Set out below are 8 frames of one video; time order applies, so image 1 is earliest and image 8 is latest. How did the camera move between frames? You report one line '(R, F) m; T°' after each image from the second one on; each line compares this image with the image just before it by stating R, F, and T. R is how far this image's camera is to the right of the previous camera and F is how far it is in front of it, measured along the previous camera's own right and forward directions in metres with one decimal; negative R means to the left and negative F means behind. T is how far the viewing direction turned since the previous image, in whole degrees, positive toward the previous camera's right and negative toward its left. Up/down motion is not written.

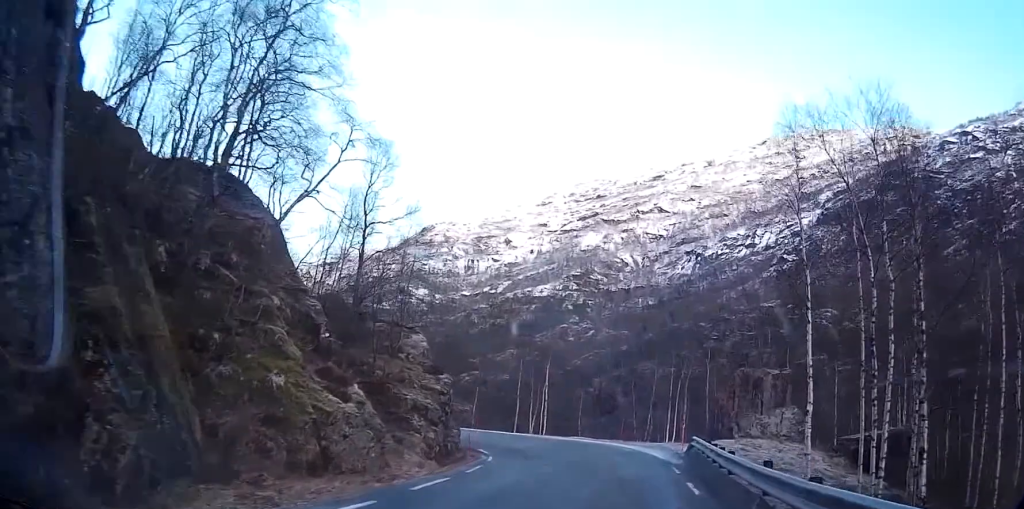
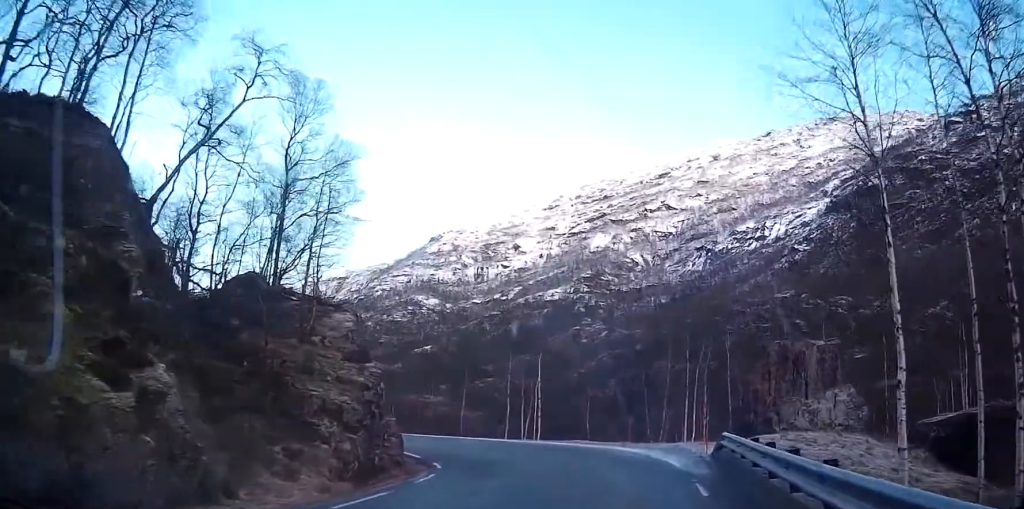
(-0.4, +8.8) m; 0°
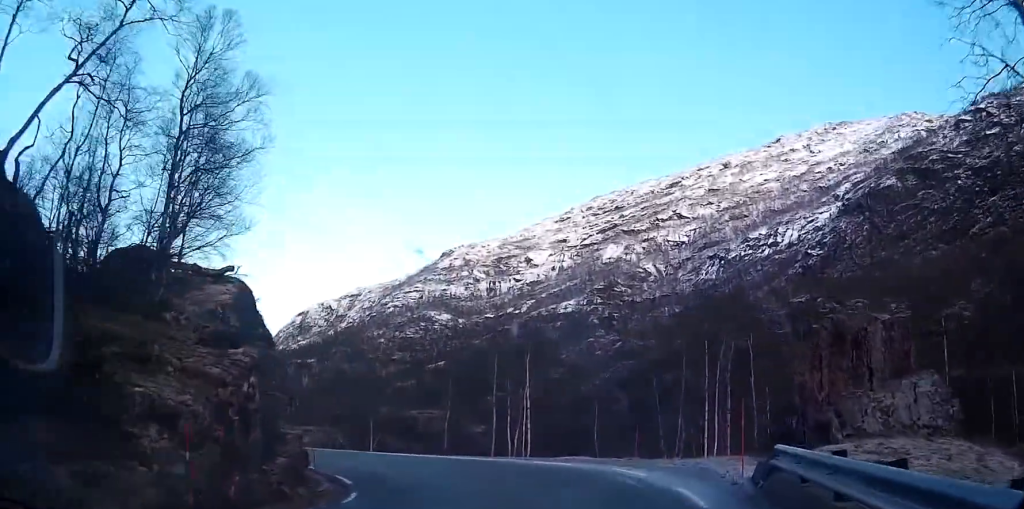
(+0.3, +7.7) m; -3°
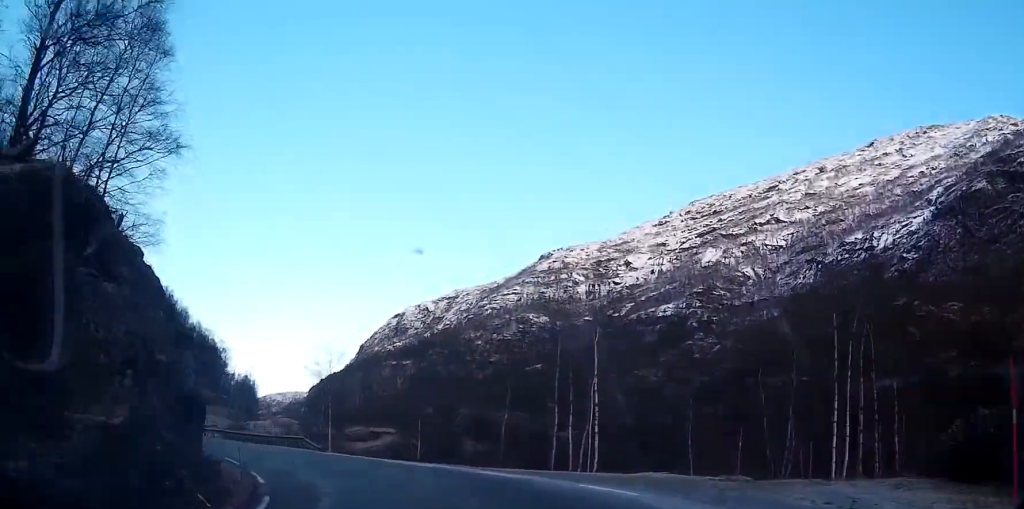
(-0.8, +9.8) m; -6°
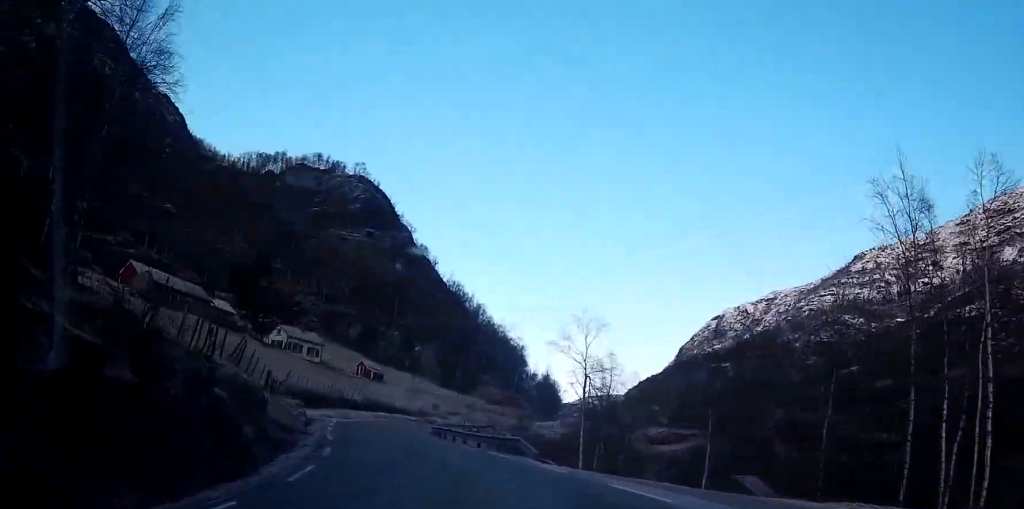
(-1.1, +14.0) m; -14°
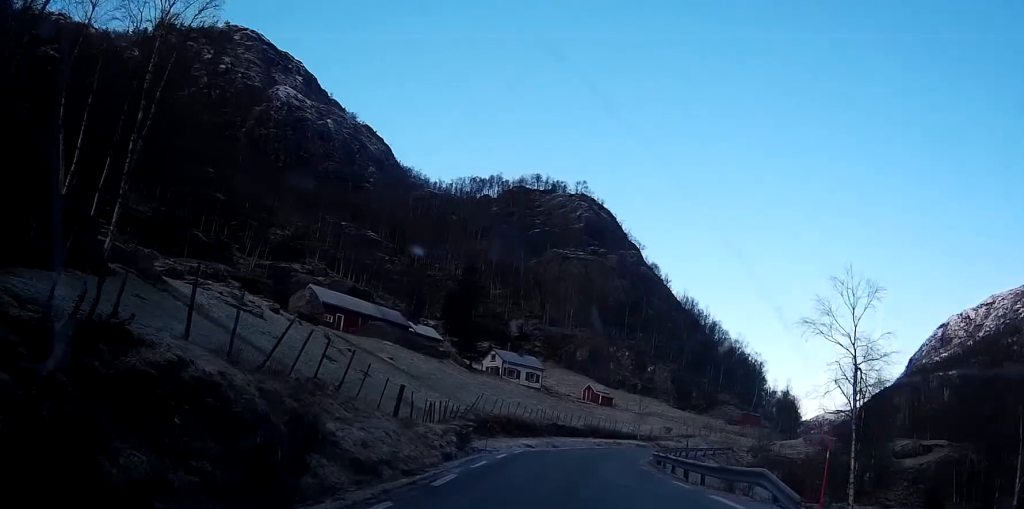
(-1.9, +11.0) m; -14°
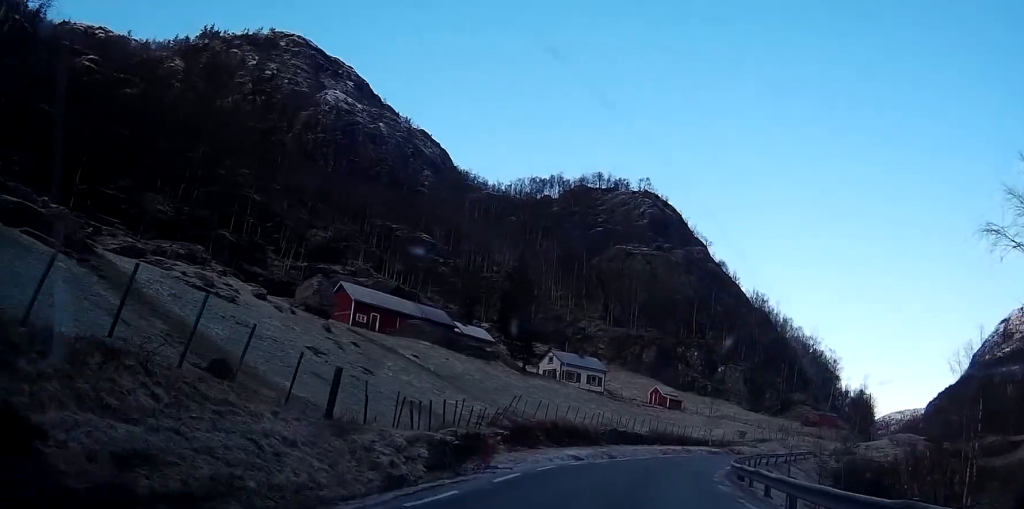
(-0.6, +9.9) m; -4°
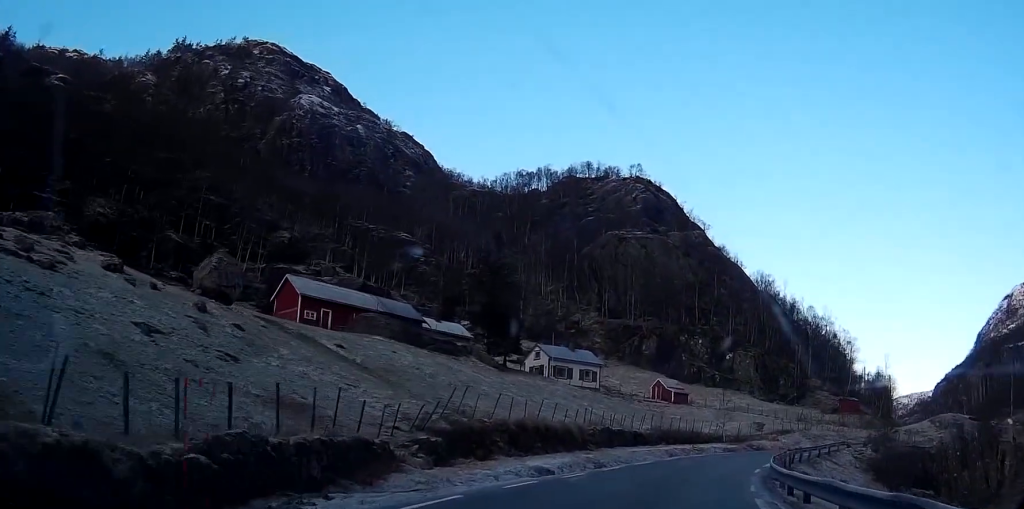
(-0.1, +12.1) m; 0°
